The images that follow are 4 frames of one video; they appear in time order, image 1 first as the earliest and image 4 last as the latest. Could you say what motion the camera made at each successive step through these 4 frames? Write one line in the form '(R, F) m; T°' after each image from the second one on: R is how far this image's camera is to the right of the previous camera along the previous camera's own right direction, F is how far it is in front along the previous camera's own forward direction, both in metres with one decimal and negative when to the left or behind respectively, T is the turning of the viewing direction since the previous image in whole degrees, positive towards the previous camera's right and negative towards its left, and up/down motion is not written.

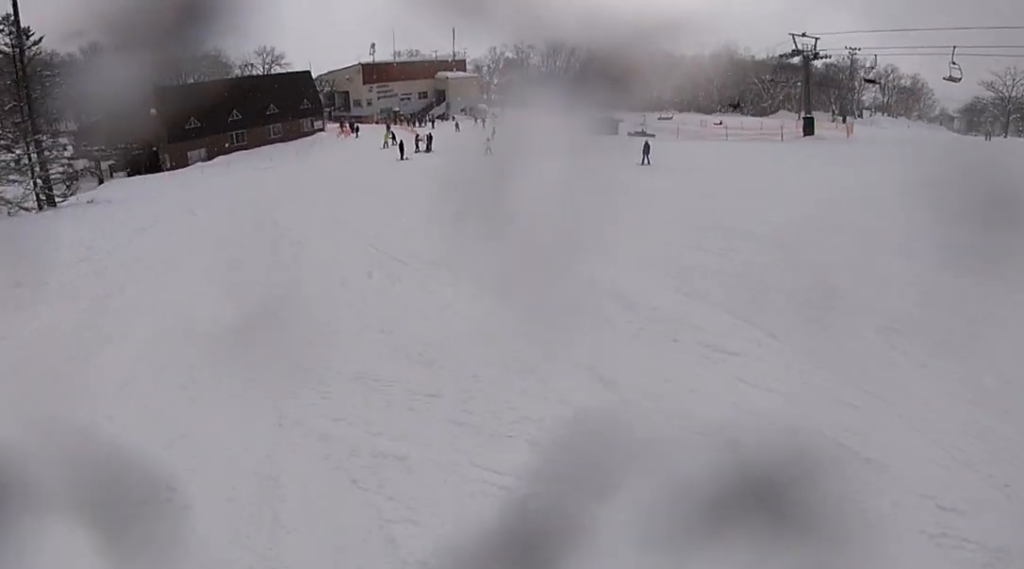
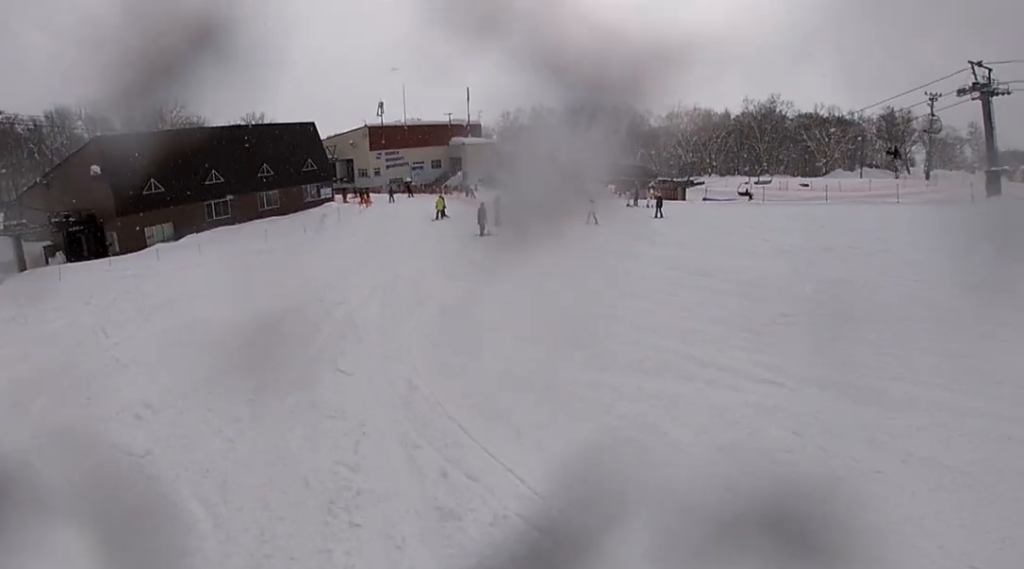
(-2.5, +23.2) m; -3°
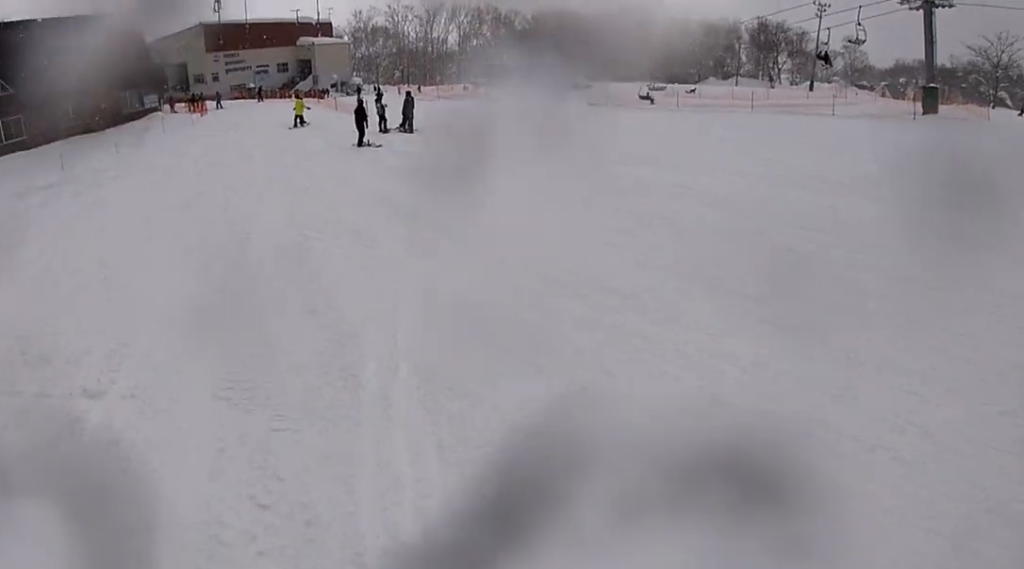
(+1.6, +9.5) m; +11°
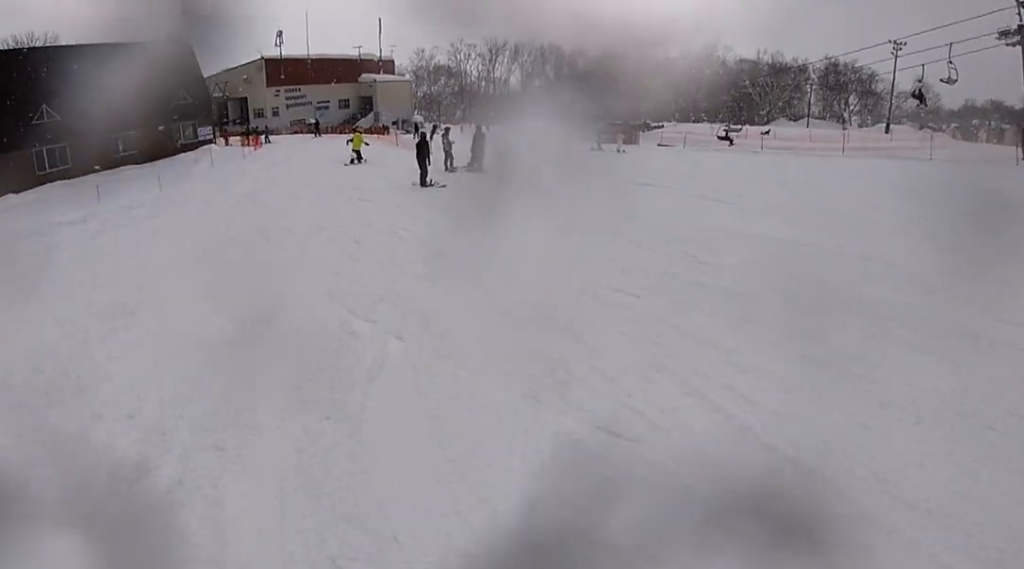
(+0.2, +3.4) m; +2°
